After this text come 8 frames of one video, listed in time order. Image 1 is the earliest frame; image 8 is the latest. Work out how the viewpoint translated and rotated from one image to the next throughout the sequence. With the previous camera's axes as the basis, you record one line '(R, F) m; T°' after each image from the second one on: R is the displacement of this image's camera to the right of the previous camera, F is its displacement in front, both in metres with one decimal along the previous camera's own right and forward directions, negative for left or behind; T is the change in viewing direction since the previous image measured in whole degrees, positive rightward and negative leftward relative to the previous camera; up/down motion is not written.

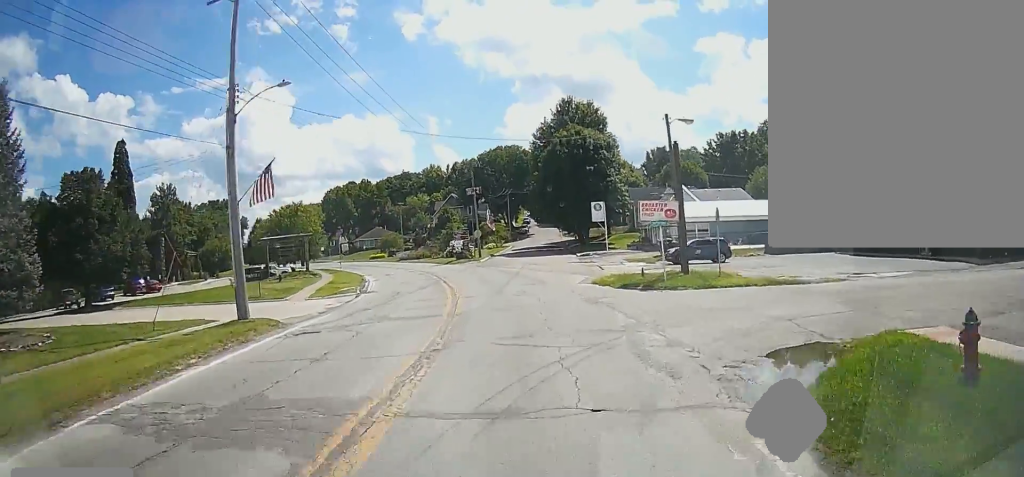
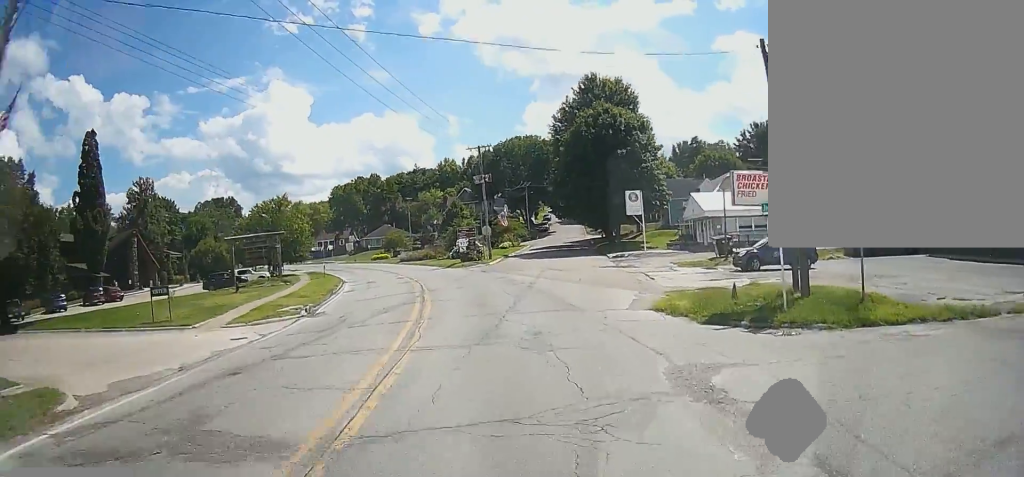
(-0.4, +11.1) m; 0°
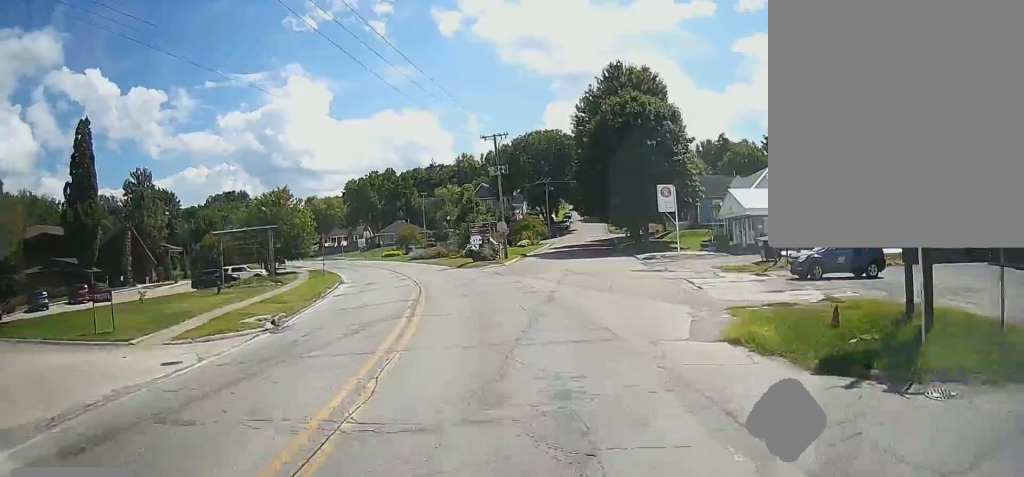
(+0.1, +5.0) m; 0°
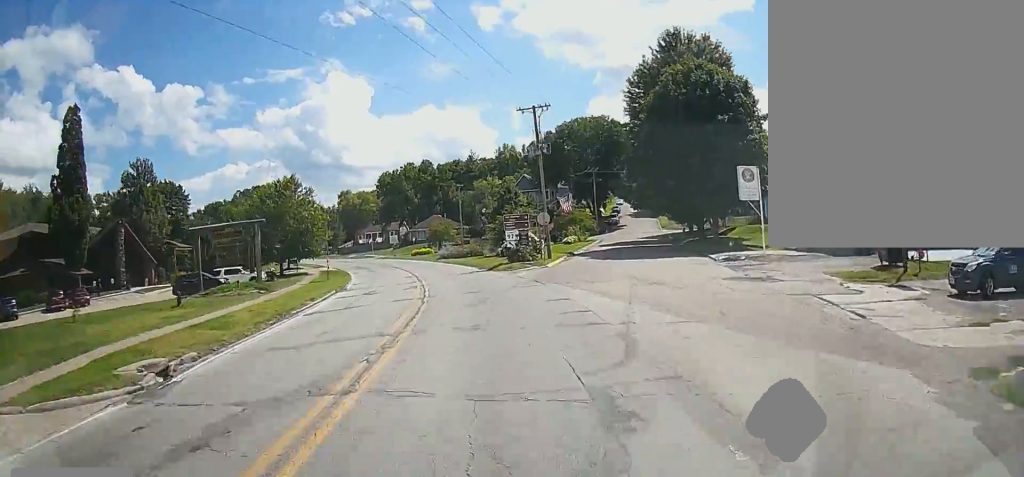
(+0.2, +8.9) m; 0°
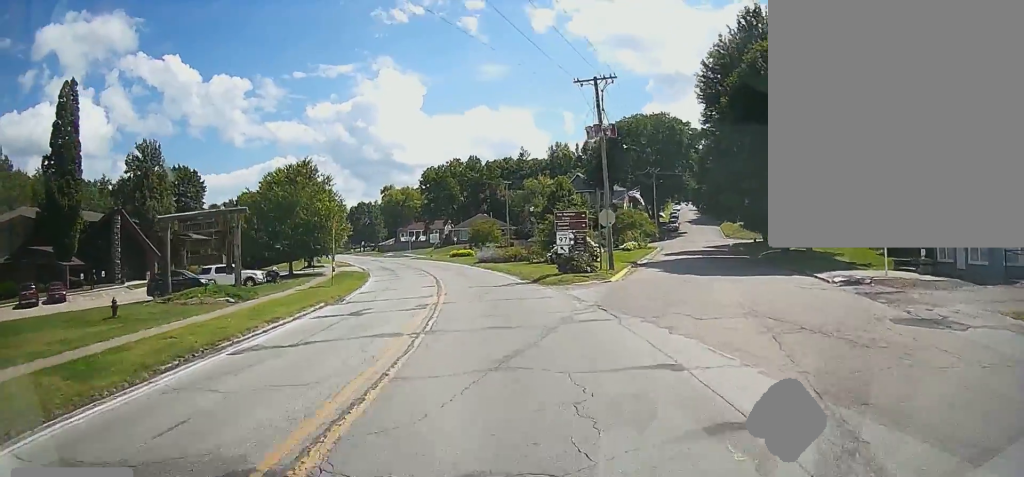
(-0.2, +8.0) m; -1°
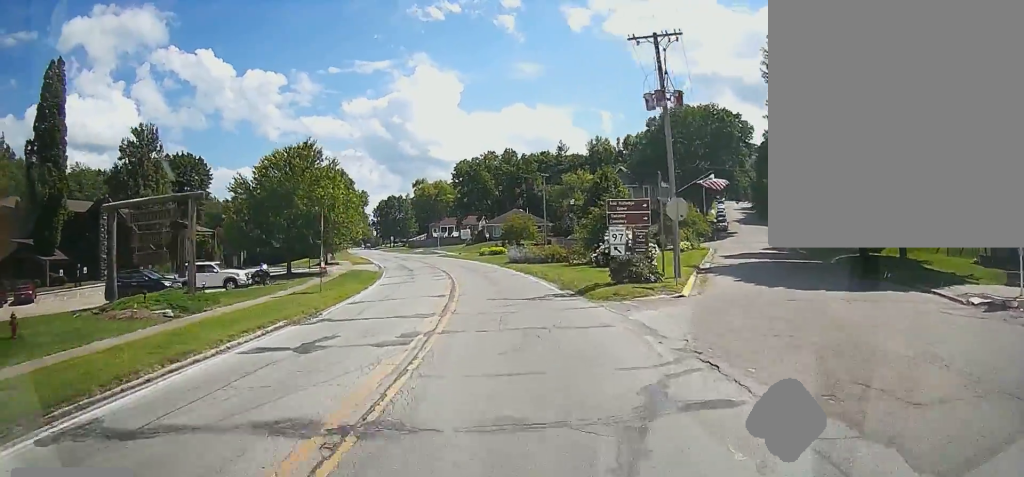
(0.0, +6.7) m; -3°
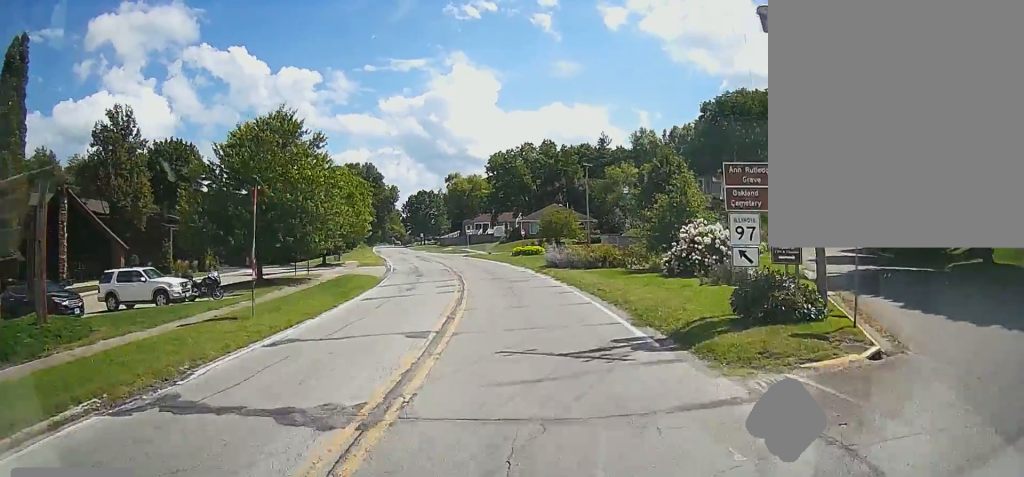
(-0.3, +9.0) m; -4°
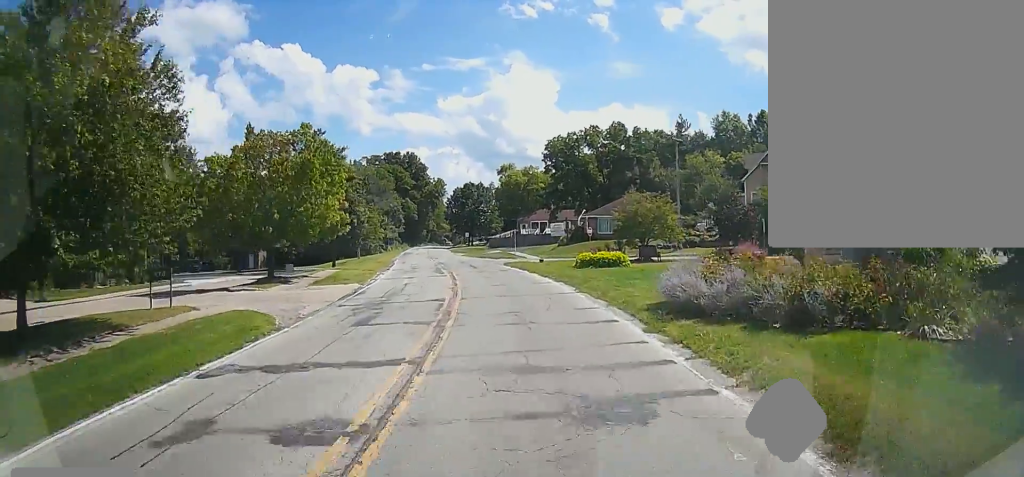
(-1.2, +18.5) m; -7°
